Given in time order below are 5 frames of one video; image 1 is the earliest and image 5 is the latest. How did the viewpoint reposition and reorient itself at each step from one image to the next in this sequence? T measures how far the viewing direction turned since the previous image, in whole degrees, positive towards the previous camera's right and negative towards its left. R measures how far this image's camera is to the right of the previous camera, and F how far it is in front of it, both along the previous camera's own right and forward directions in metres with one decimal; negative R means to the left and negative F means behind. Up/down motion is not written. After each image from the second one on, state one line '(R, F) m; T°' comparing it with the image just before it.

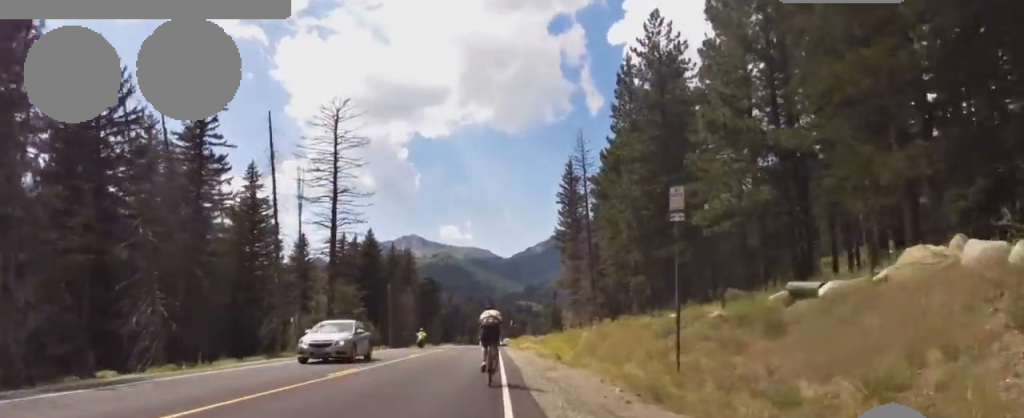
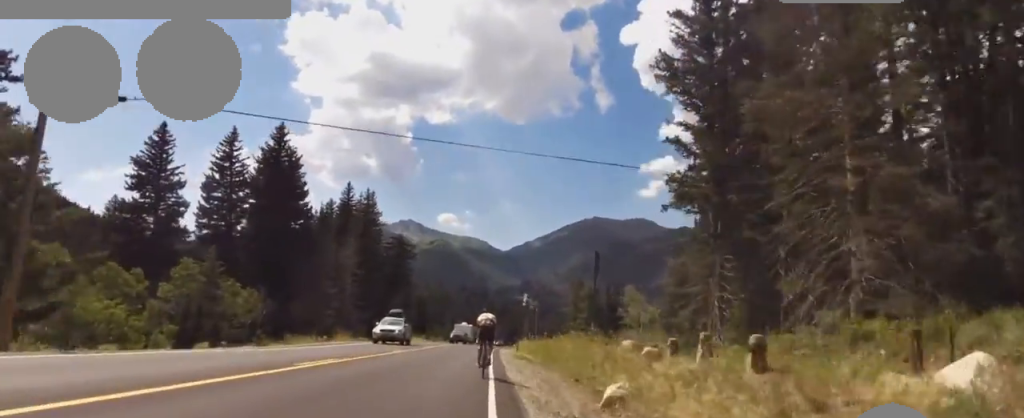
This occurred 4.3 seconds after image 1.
(+0.5, +51.3) m; +2°
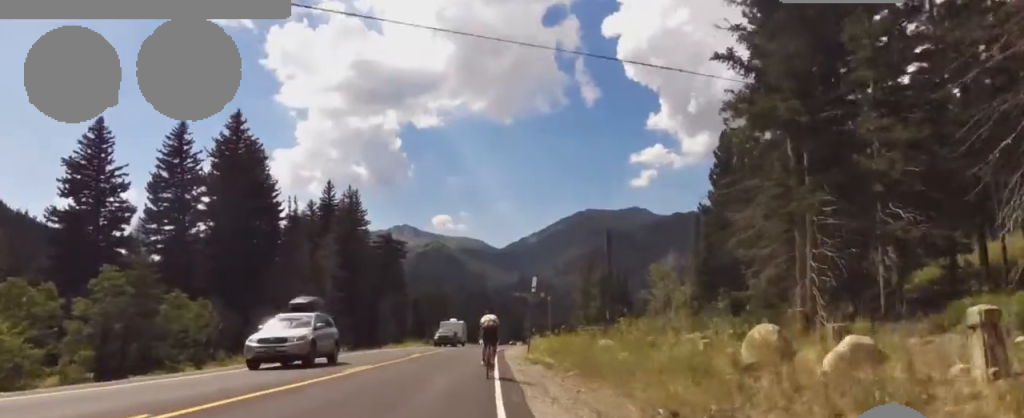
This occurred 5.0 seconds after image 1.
(+1.0, +8.1) m; +2°
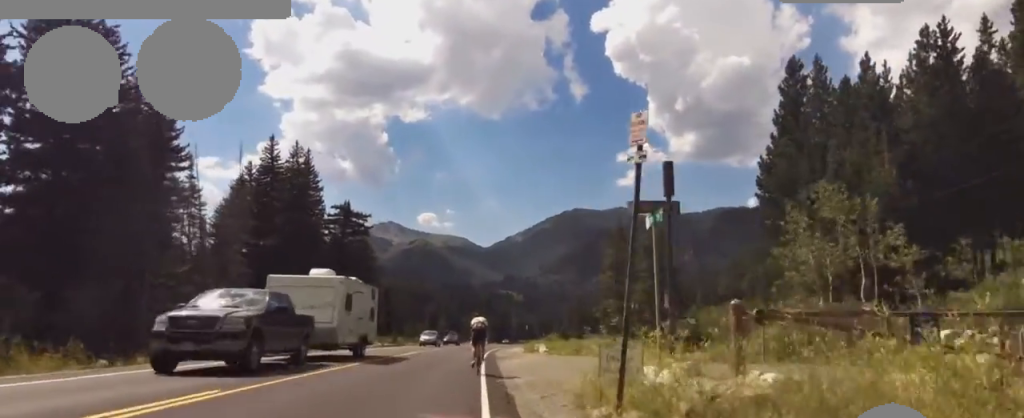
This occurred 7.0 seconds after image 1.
(+0.3, +21.3) m; +3°
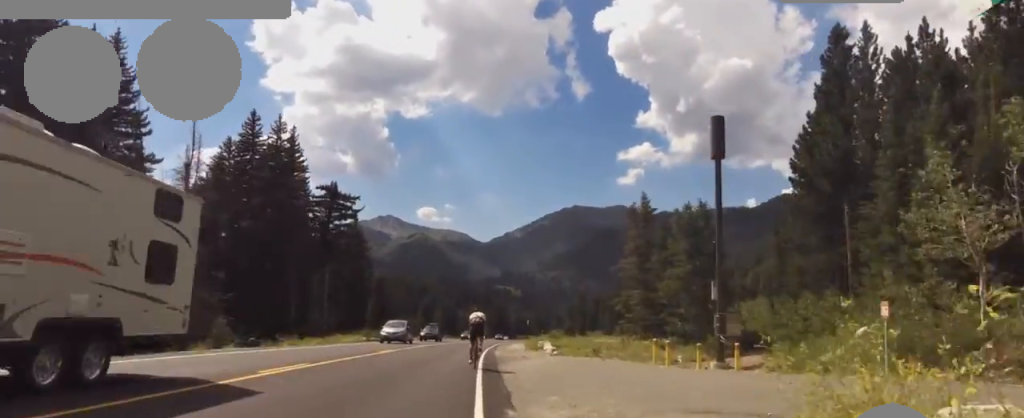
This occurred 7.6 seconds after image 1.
(+0.3, +7.2) m; 0°
